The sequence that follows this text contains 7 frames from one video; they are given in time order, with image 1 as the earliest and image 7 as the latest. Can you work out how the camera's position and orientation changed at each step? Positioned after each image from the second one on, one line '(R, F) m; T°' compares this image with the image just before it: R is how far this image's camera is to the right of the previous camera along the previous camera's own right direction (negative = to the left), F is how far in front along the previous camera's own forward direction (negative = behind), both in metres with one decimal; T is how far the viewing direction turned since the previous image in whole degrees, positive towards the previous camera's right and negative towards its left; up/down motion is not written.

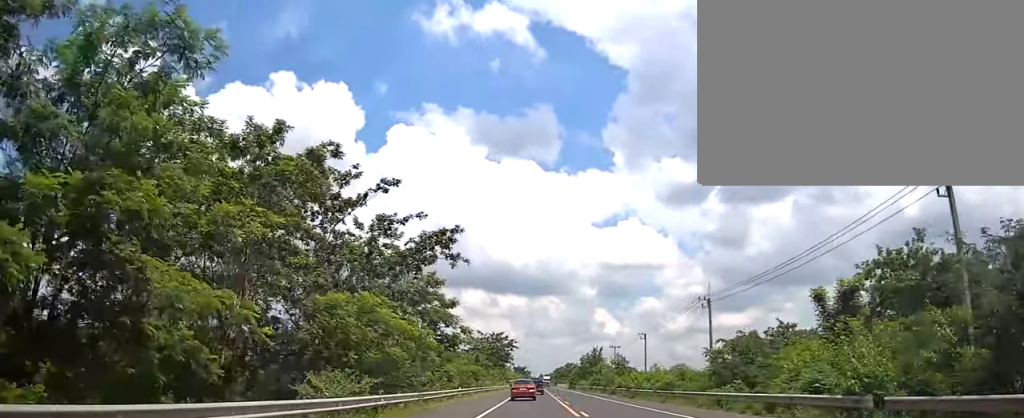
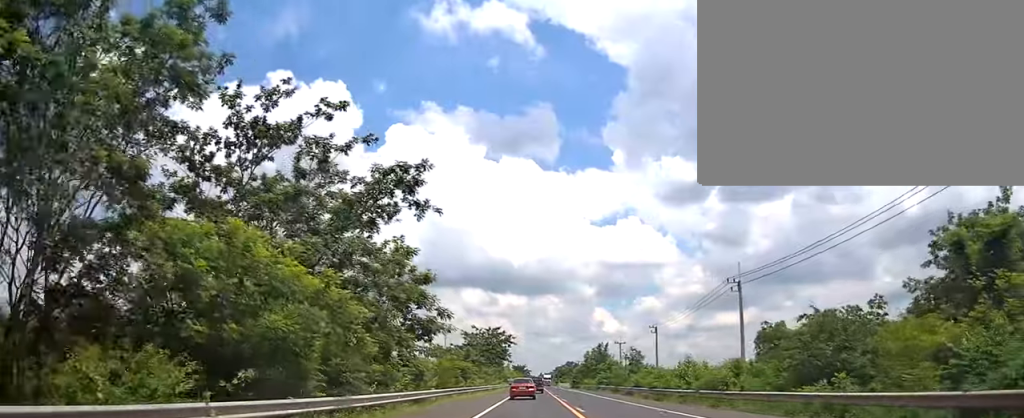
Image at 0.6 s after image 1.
(0.0, +9.3) m; 0°
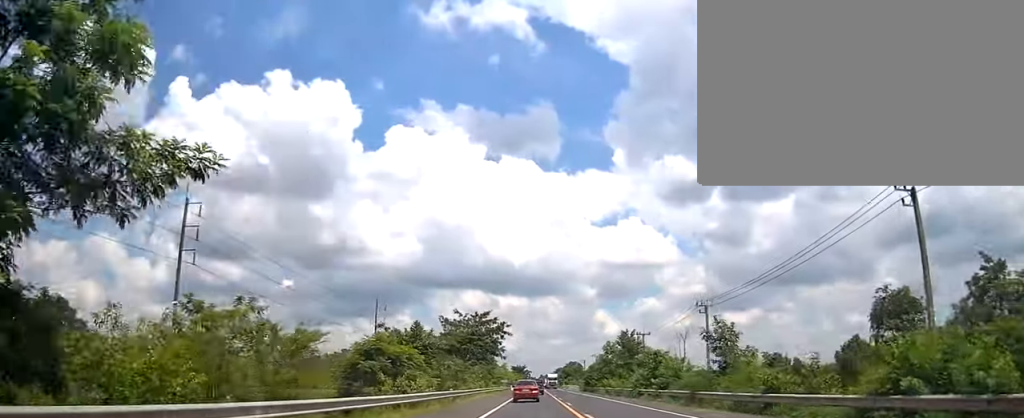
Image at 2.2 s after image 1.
(+0.3, +25.5) m; +1°
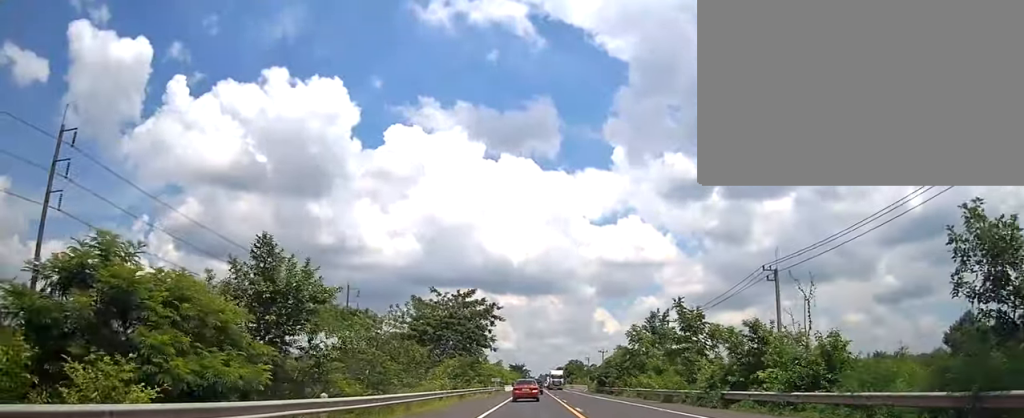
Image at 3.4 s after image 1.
(-0.1, +19.2) m; -1°
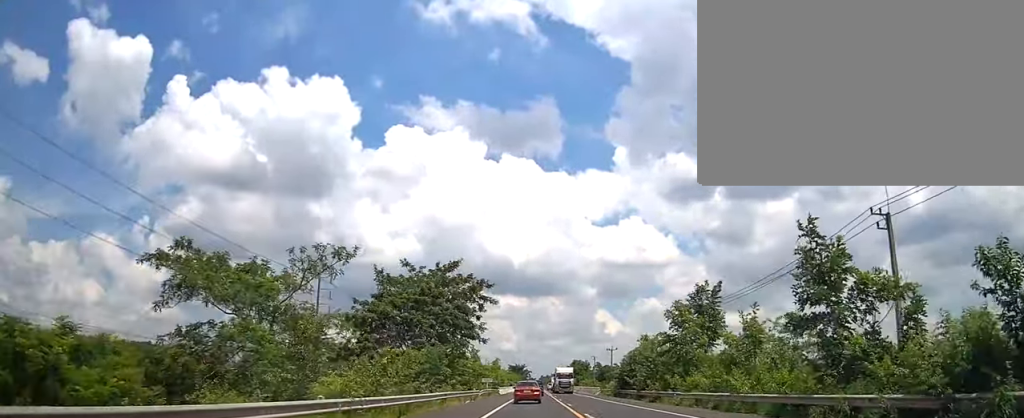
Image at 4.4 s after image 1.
(-0.1, +15.9) m; 0°
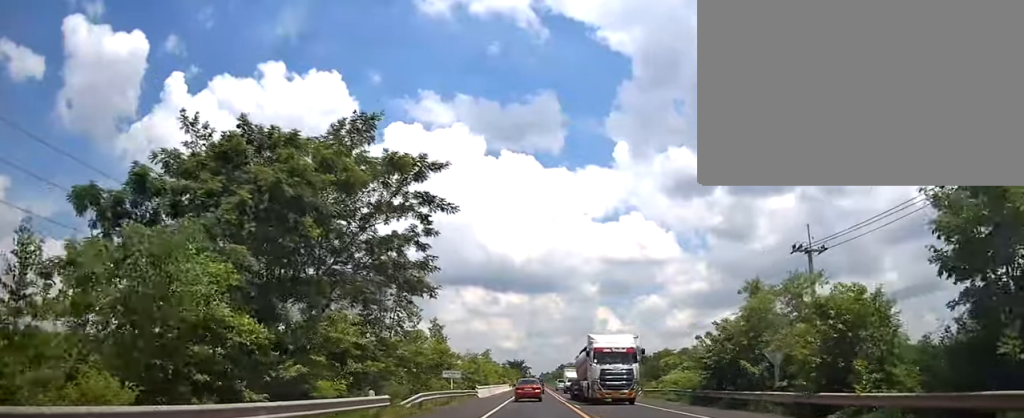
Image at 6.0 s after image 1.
(+0.1, +28.6) m; 0°
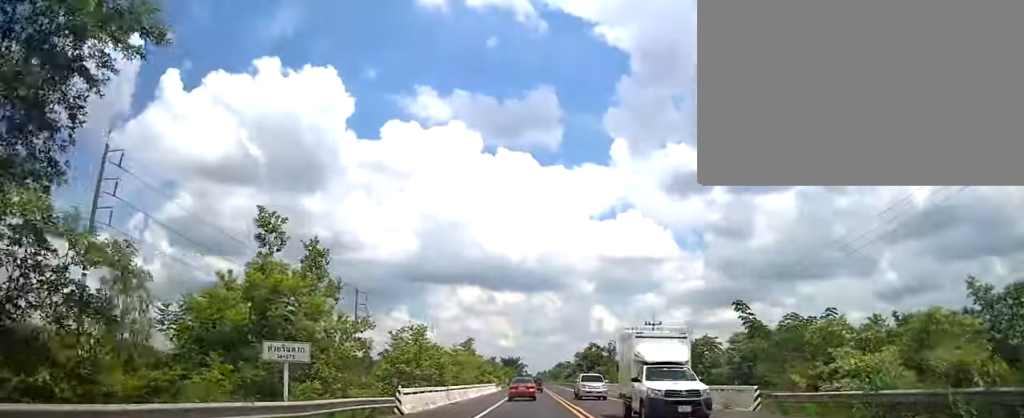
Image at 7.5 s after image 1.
(-0.1, +25.2) m; 0°
